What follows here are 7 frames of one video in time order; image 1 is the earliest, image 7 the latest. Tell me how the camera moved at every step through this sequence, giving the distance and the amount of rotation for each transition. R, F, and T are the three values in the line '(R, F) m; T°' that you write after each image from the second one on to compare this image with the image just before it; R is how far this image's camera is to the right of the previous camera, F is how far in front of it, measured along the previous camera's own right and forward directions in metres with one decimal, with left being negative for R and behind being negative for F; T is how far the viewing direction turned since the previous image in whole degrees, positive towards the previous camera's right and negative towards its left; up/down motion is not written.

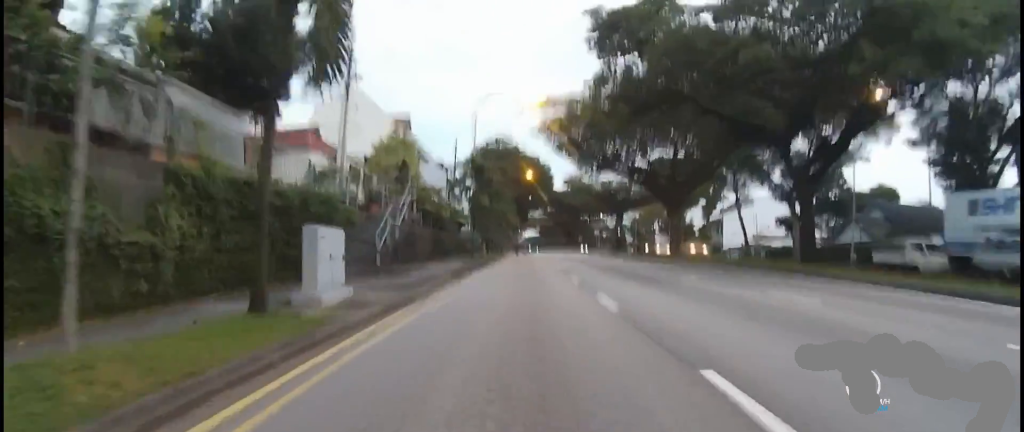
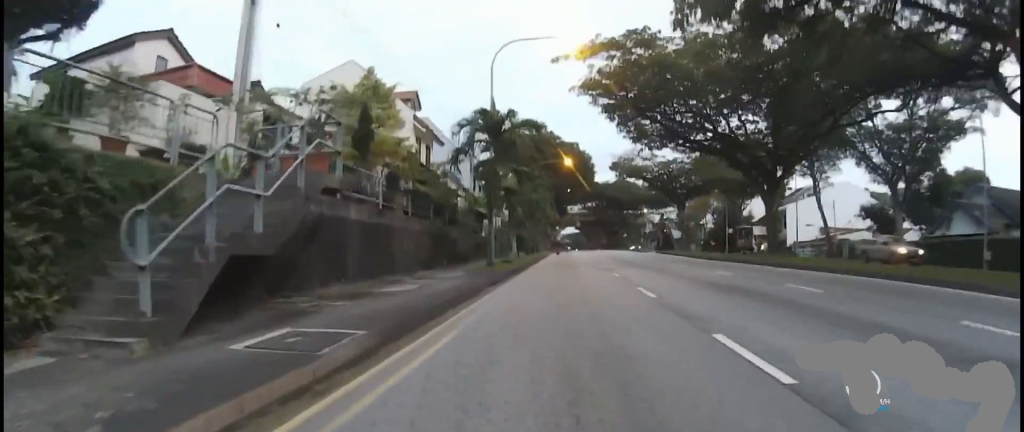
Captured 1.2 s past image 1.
(0.0, +10.9) m; -5°
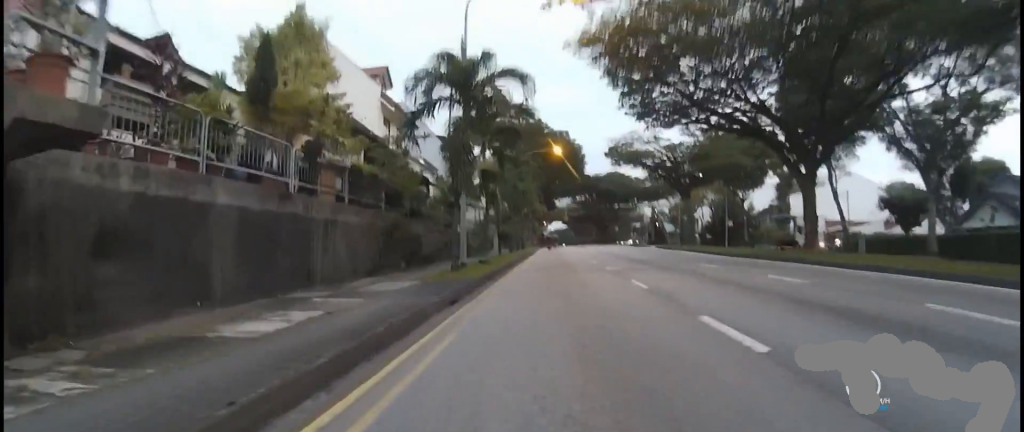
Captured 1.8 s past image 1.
(0.0, +5.6) m; -4°
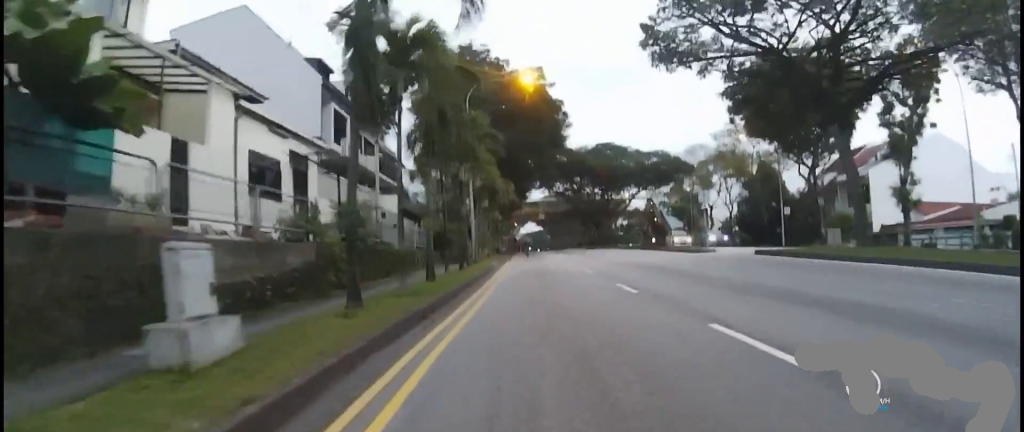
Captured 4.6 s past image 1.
(+1.7, +25.5) m; +9°
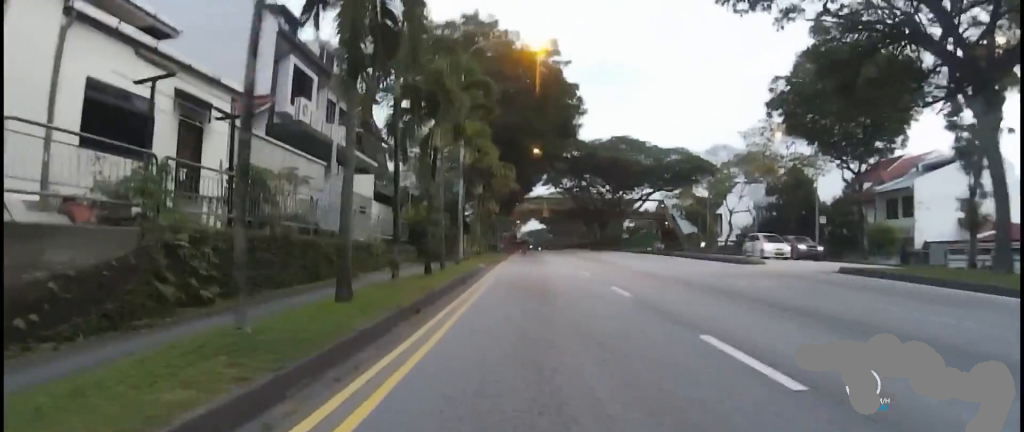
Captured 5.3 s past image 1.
(0.0, +6.2) m; 0°
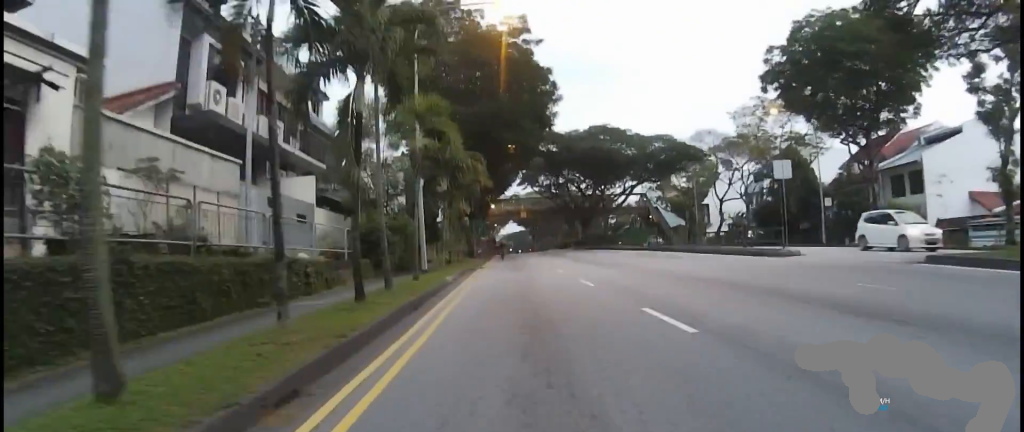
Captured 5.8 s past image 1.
(0.0, +4.4) m; 0°
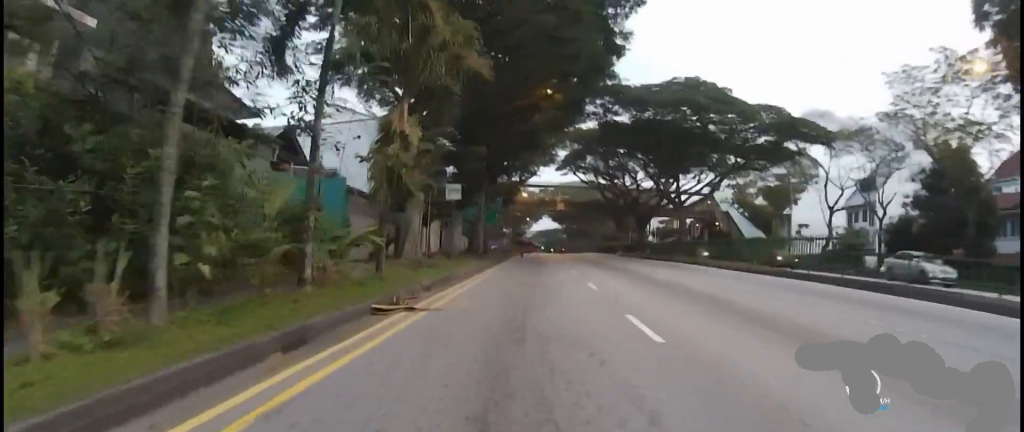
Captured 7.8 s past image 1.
(0.0, +17.6) m; 0°
